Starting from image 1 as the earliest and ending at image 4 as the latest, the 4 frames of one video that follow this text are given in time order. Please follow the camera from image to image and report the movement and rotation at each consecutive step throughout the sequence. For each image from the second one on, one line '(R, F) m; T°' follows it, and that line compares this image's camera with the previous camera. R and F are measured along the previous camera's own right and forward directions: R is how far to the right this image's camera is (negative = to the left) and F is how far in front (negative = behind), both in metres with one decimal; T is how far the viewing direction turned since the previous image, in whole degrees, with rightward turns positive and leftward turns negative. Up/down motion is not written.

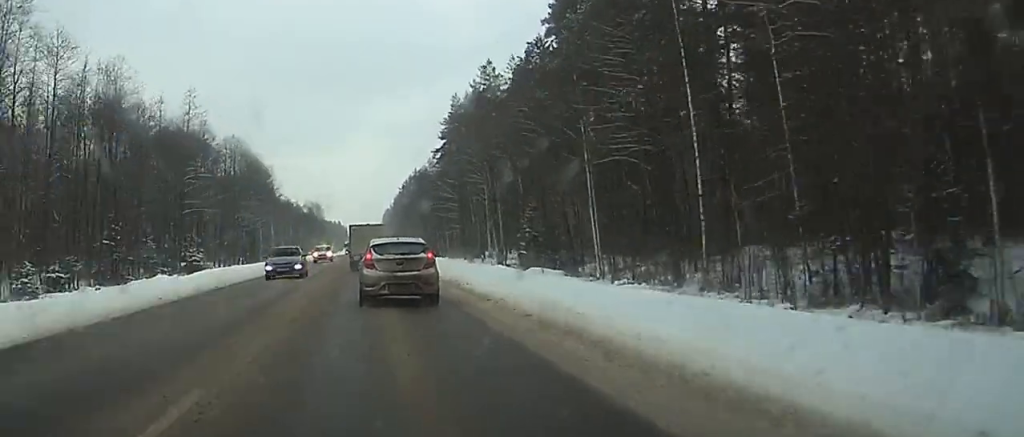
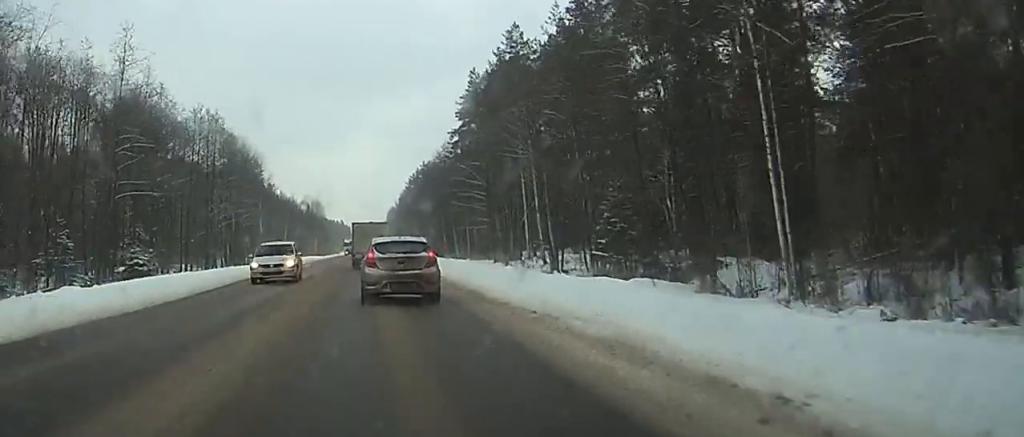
(0.0, +21.8) m; 0°
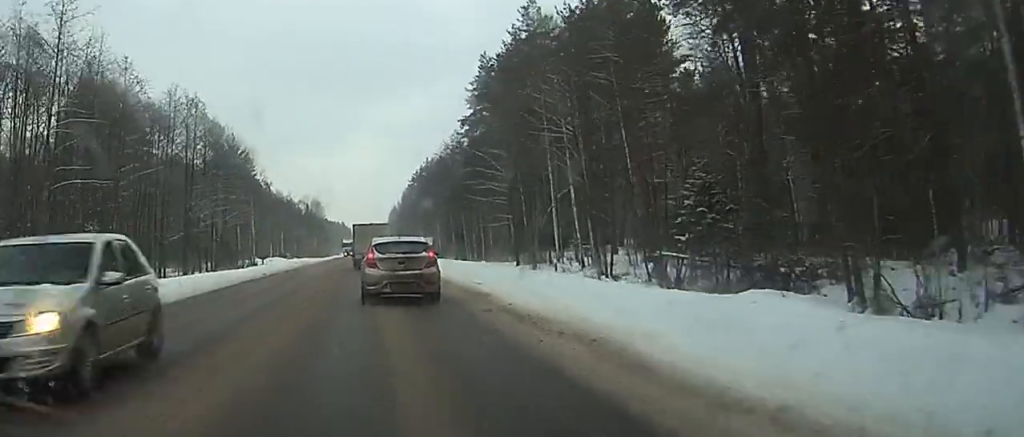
(0.0, +11.6) m; 0°
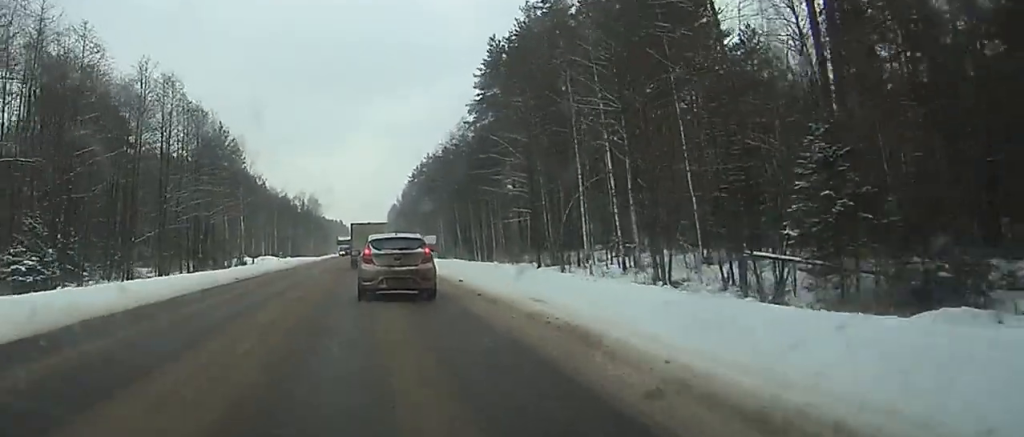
(0.0, +9.6) m; 0°
